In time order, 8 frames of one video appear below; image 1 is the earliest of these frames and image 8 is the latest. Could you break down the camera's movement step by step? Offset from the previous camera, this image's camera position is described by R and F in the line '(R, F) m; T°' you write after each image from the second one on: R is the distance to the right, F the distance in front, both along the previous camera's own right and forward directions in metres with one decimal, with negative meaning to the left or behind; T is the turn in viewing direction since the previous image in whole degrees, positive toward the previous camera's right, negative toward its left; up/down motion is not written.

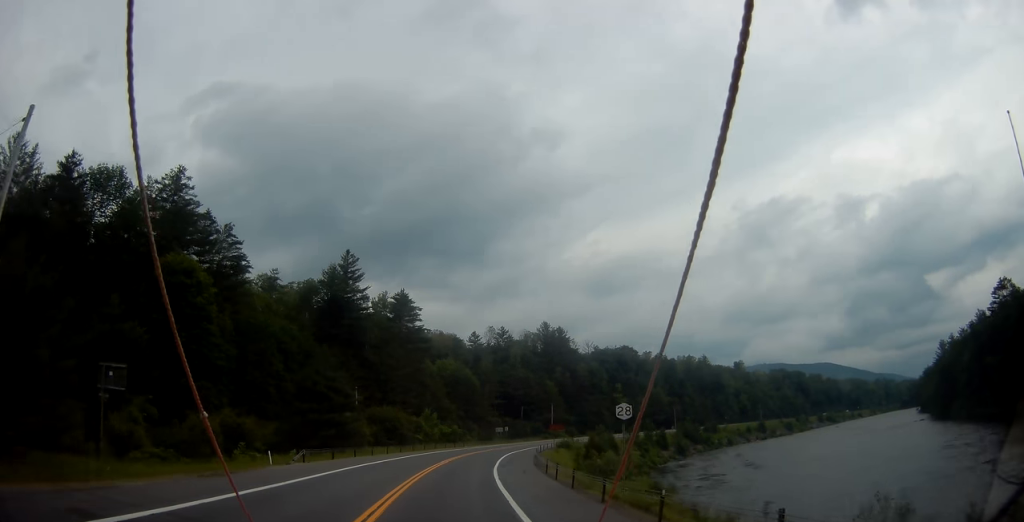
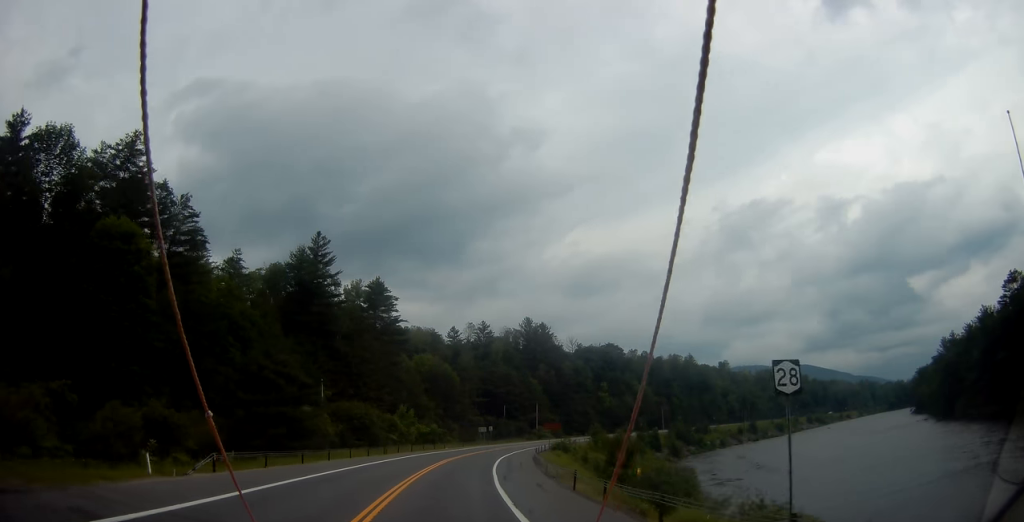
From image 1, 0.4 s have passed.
(-0.1, +10.3) m; +2°
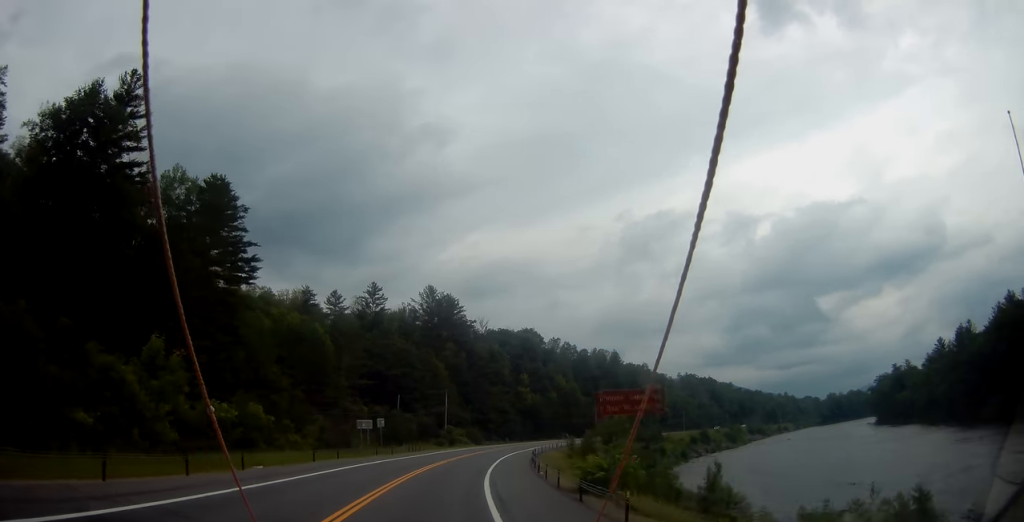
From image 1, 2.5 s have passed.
(+5.0, +48.4) m; +11°
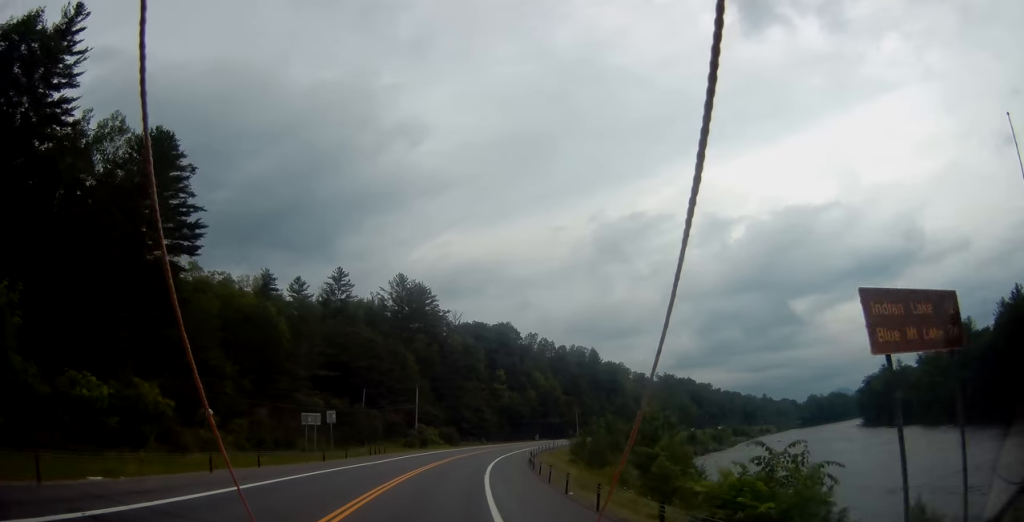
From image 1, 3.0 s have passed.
(+0.5, +12.1) m; +3°
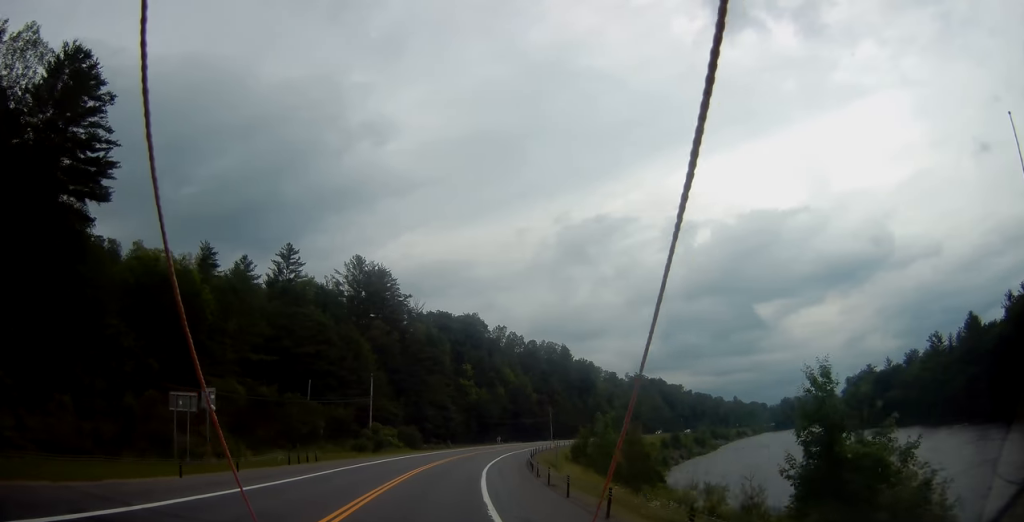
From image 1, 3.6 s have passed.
(+0.3, +16.2) m; +4°
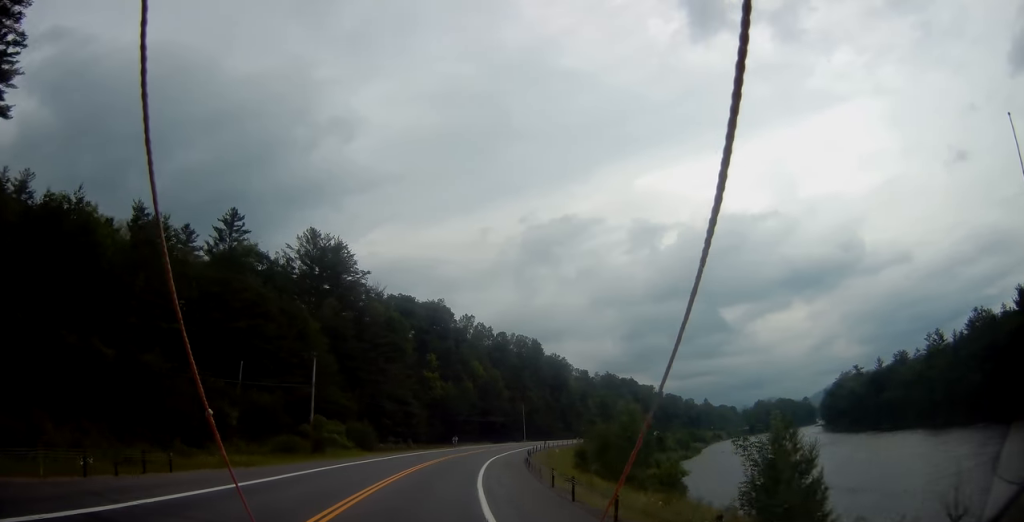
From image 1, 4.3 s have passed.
(+0.7, +16.3) m; +4°
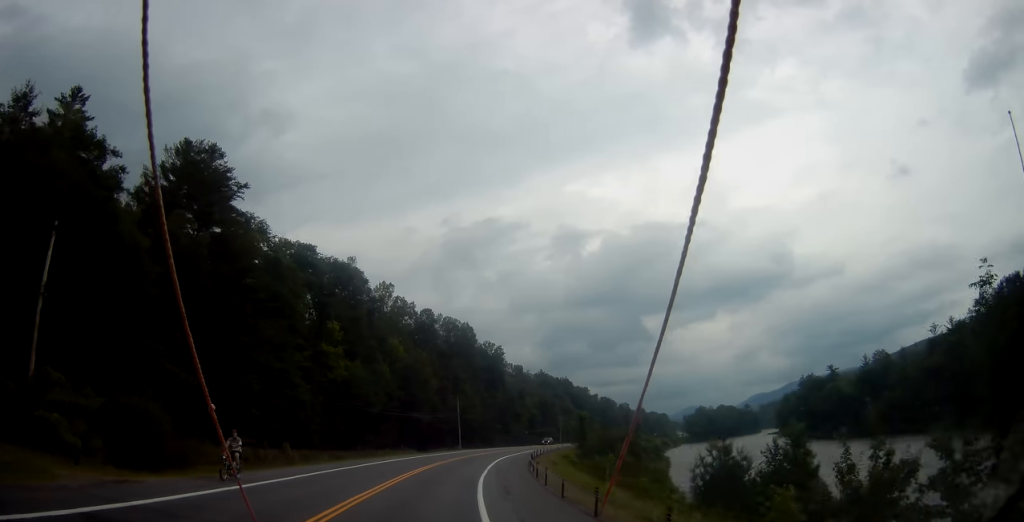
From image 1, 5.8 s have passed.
(+2.8, +37.5) m; +8°
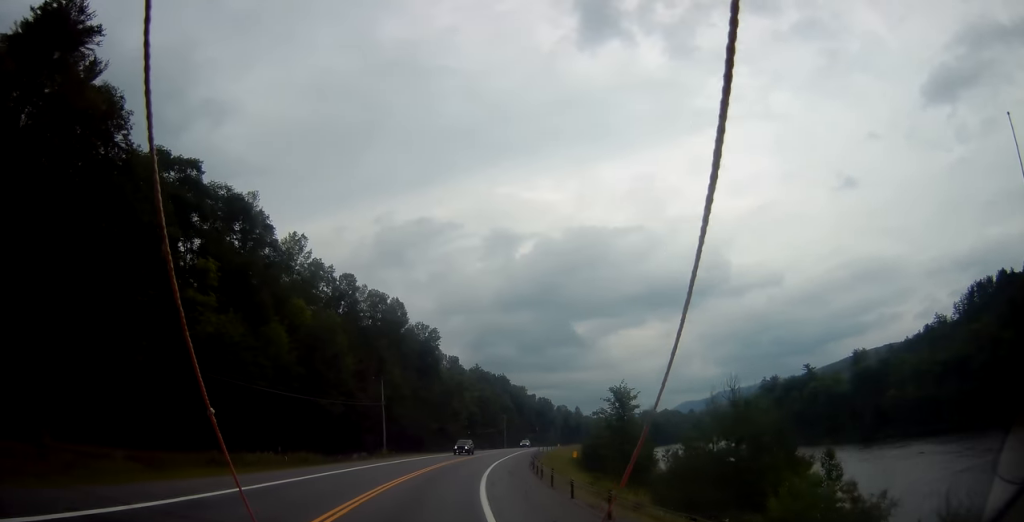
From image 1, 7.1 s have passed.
(+1.8, +30.5) m; +8°
